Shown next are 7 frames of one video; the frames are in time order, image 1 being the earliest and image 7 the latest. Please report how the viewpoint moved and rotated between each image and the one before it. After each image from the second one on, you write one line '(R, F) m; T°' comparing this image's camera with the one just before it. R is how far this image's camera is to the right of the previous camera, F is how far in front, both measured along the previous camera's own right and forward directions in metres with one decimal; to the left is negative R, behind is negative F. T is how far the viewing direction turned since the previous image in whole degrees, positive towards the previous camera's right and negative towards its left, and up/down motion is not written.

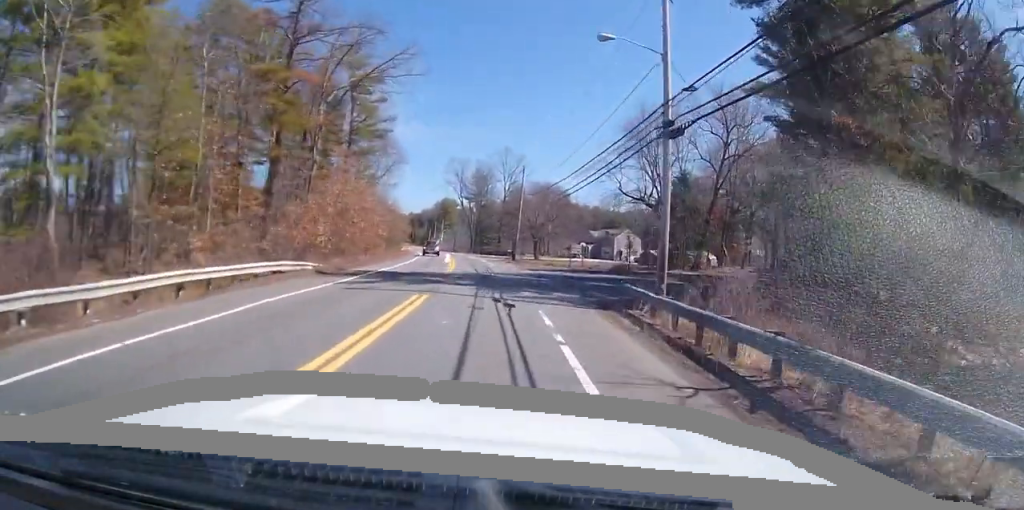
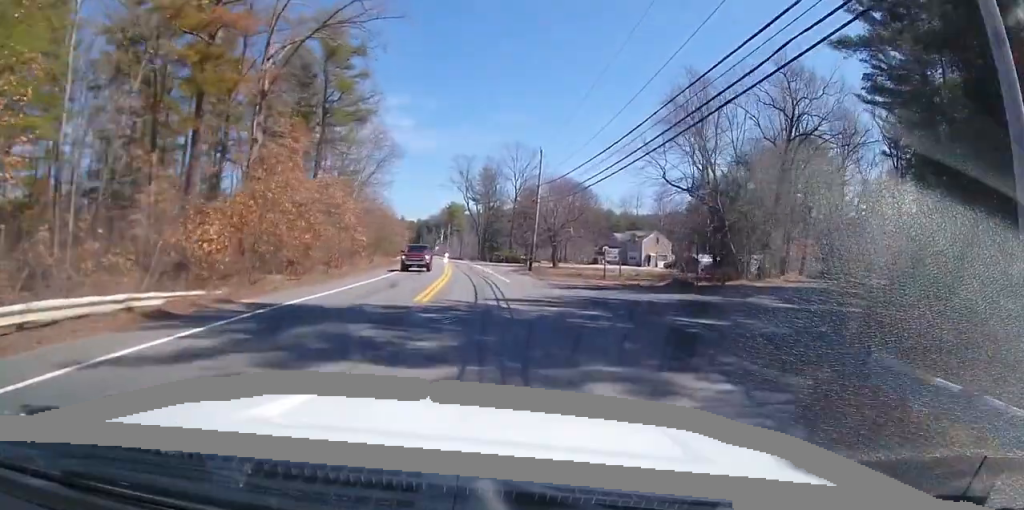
(-0.1, +14.0) m; -2°
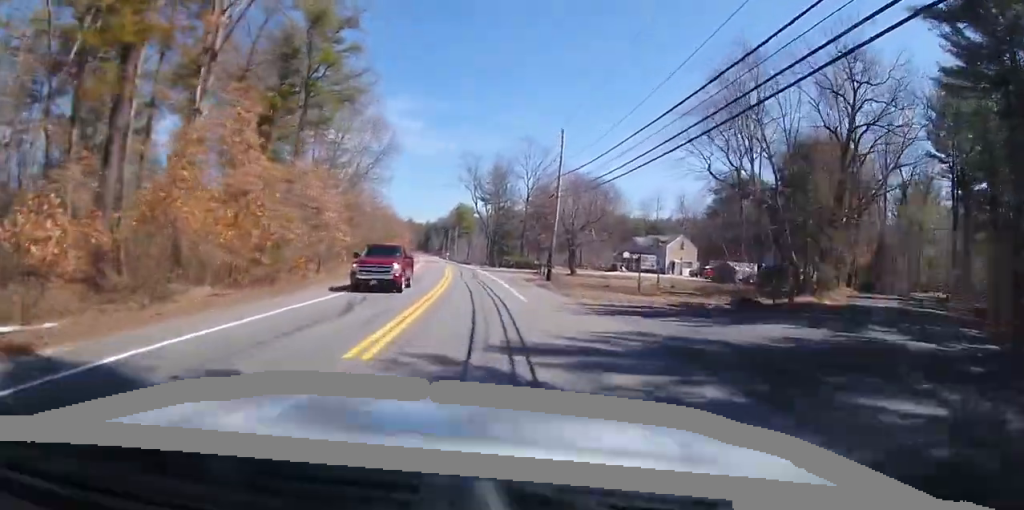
(+0.2, +8.6) m; -1°
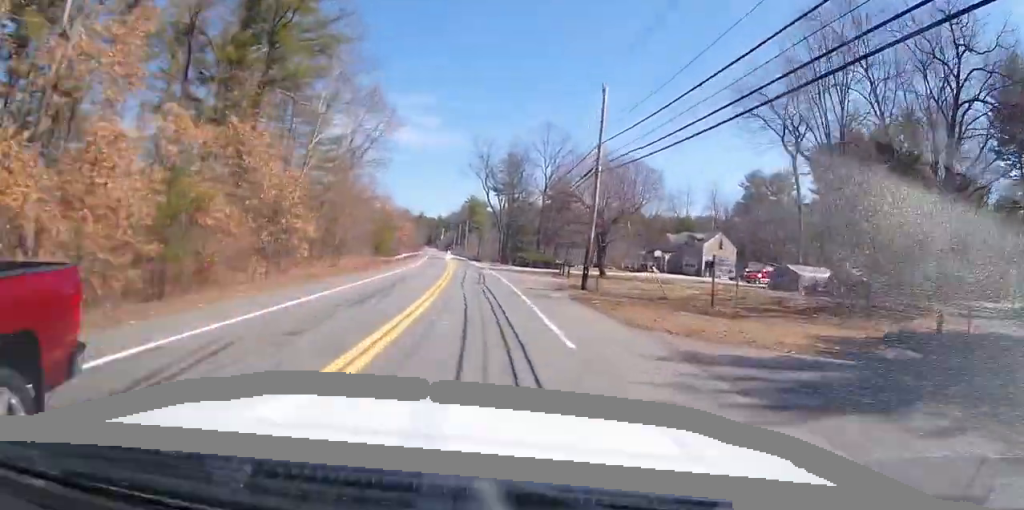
(-0.3, +11.2) m; -2°
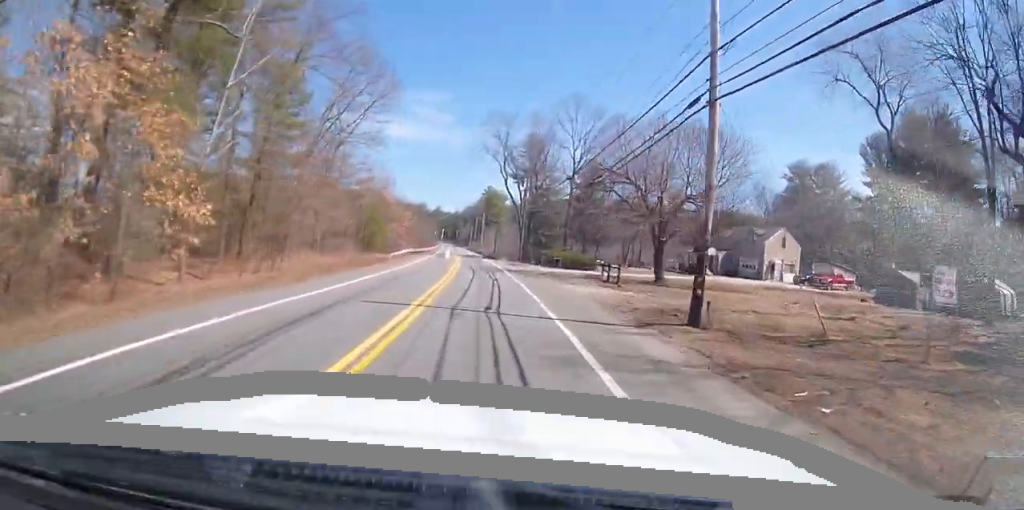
(-0.4, +13.7) m; -3°
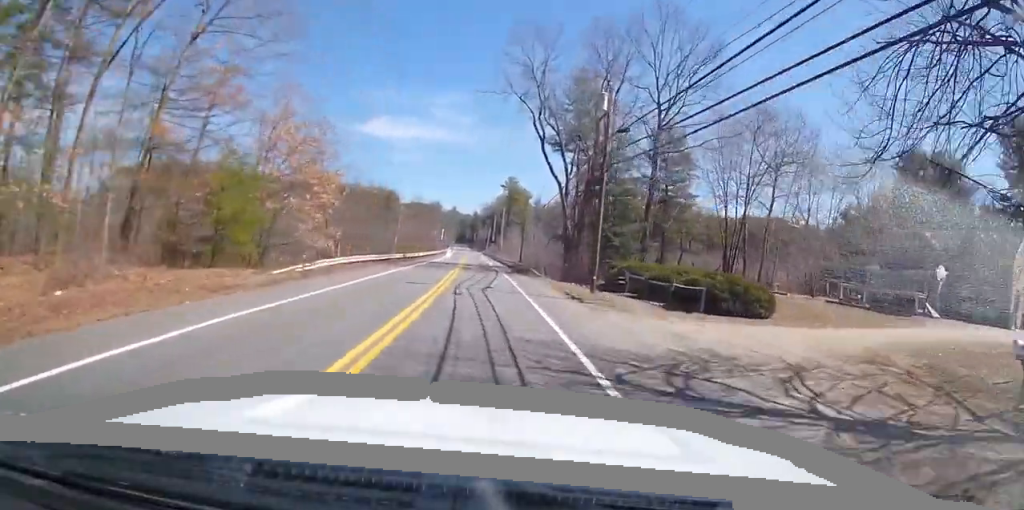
(-0.5, +33.5) m; -1°
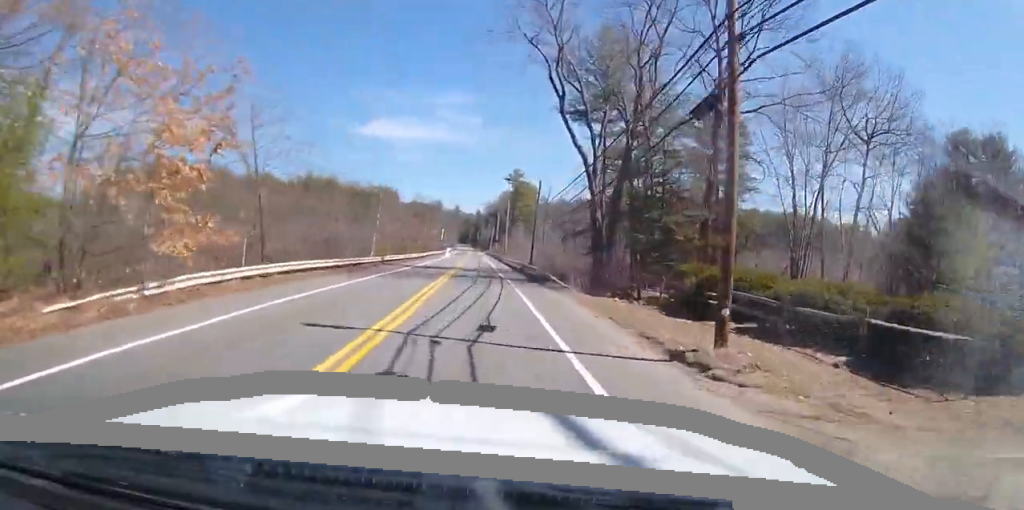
(-0.1, +13.0) m; 0°
